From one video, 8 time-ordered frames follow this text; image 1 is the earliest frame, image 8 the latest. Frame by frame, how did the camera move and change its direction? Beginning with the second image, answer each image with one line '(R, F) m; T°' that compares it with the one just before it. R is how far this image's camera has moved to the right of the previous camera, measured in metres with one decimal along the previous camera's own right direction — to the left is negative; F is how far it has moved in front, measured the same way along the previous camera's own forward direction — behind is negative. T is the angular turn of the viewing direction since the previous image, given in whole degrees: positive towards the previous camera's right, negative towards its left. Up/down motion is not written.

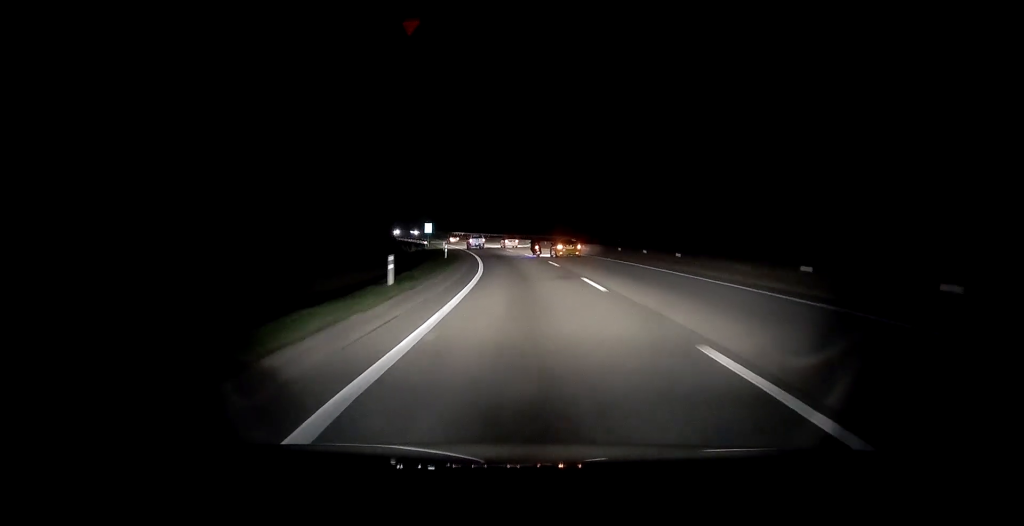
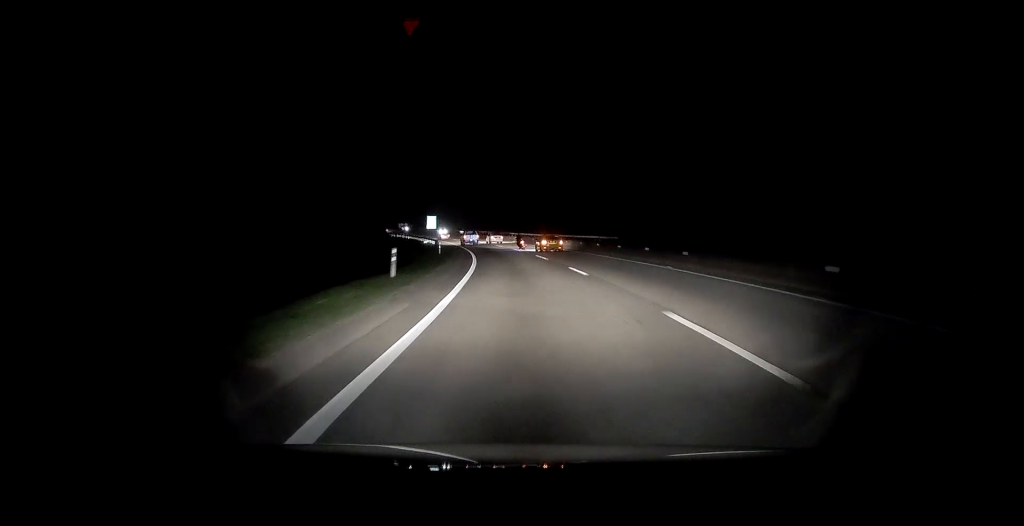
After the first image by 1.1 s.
(-0.2, +24.5) m; -3°
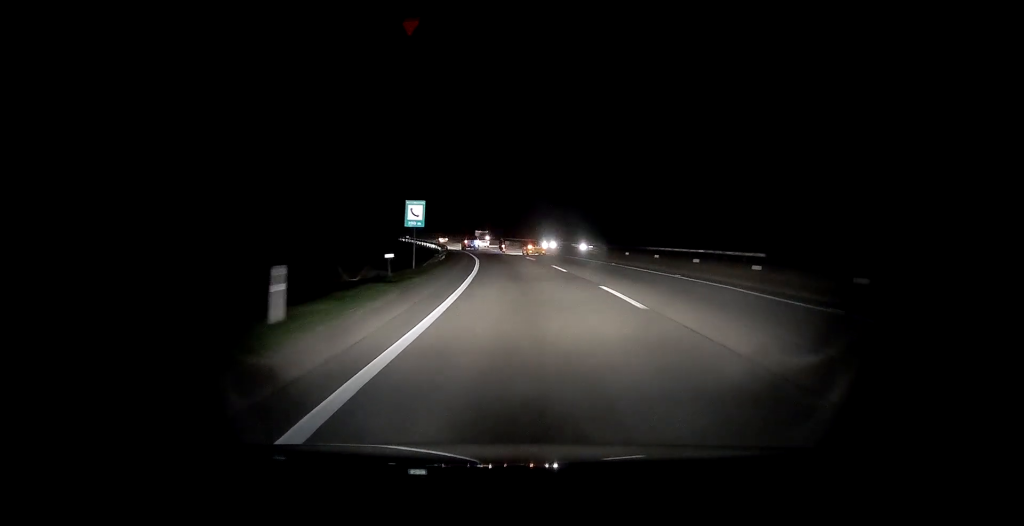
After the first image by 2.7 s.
(-2.4, +35.9) m; -8°
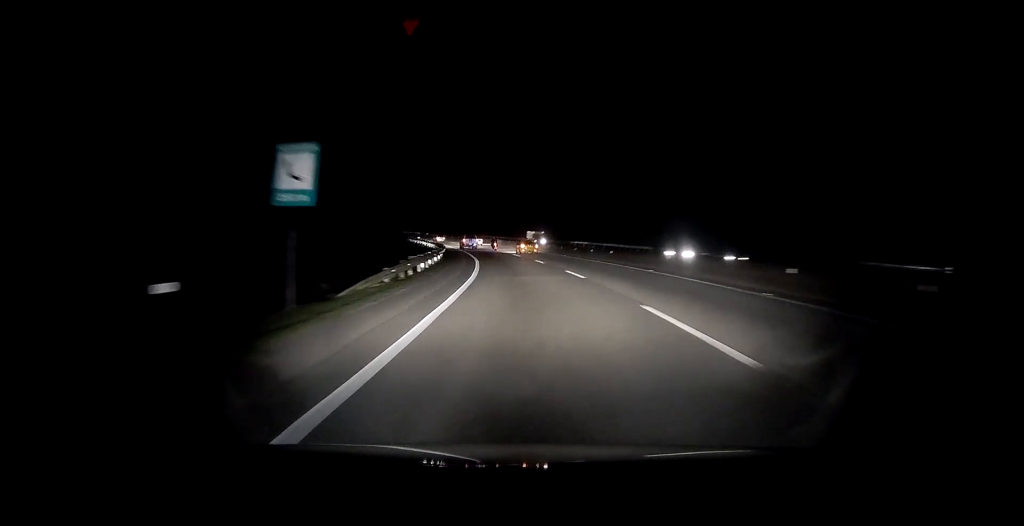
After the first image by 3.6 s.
(-0.6, +19.7) m; -4°
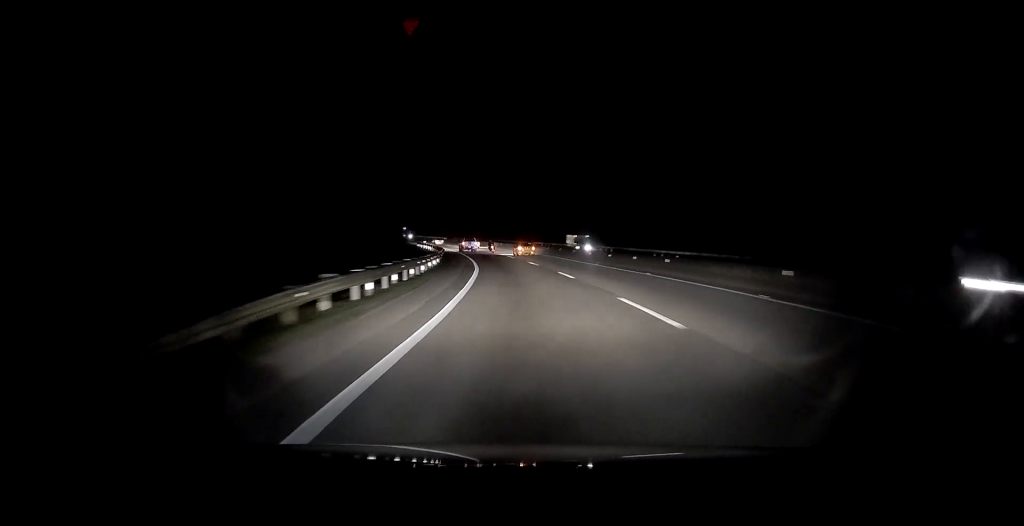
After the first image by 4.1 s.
(-0.4, +11.4) m; -1°
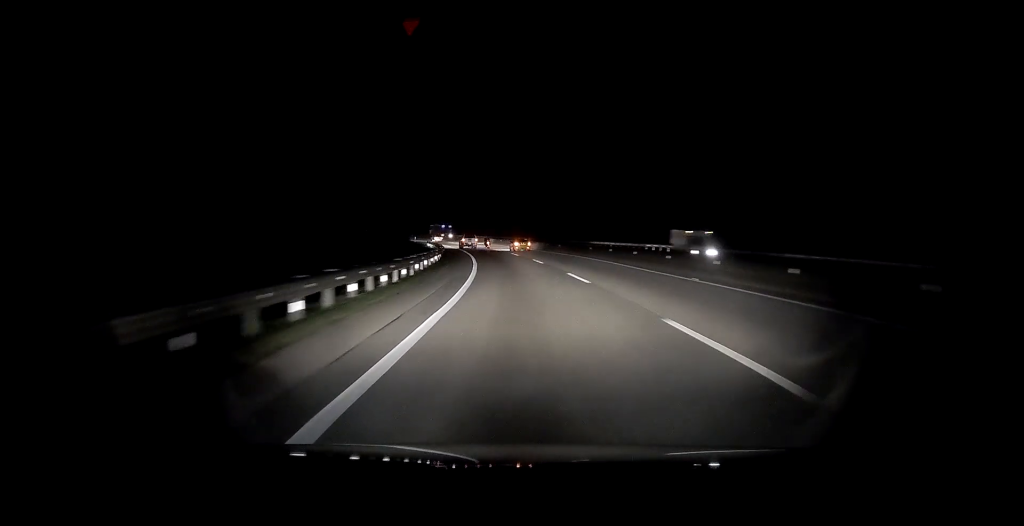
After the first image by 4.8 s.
(-0.3, +17.7) m; -2°
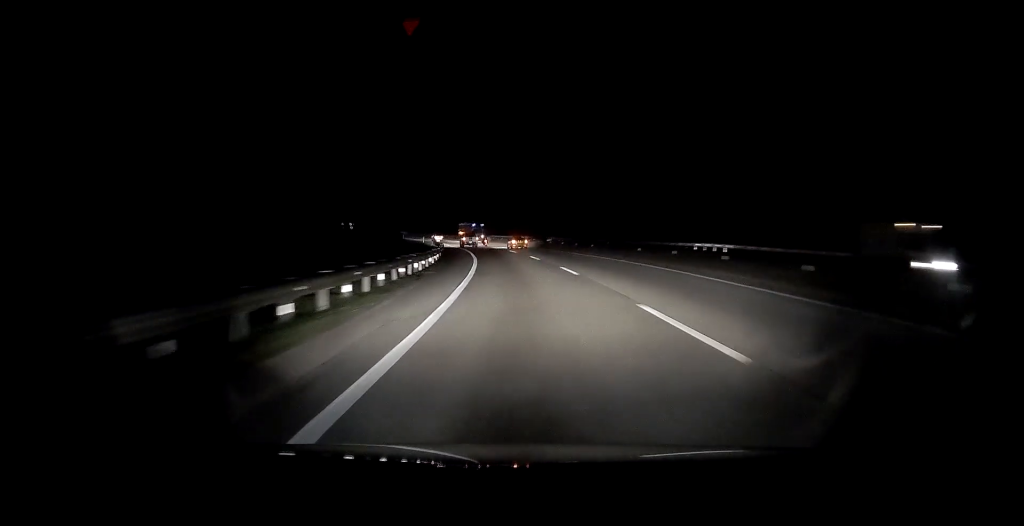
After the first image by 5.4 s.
(+0.1, +12.3) m; -1°
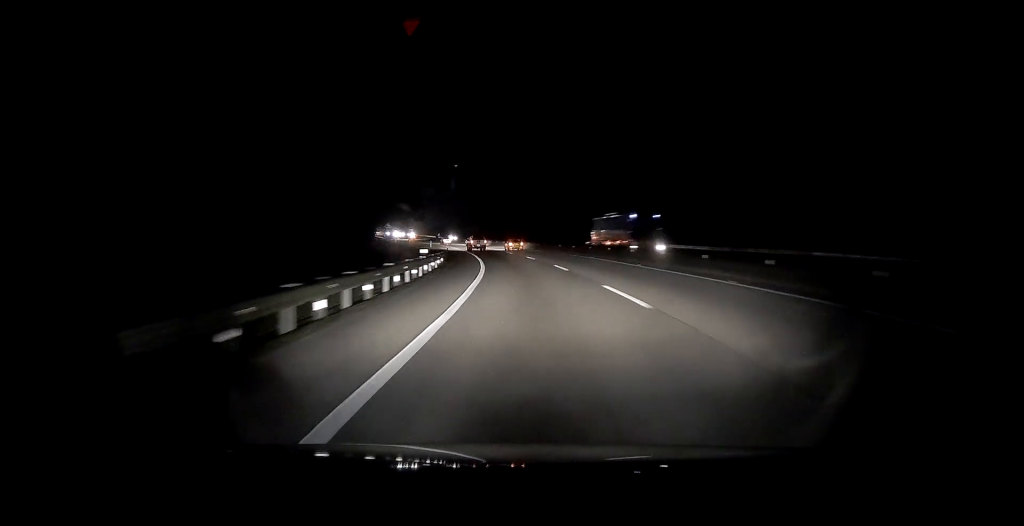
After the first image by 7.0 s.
(-2.2, +37.2) m; -8°
